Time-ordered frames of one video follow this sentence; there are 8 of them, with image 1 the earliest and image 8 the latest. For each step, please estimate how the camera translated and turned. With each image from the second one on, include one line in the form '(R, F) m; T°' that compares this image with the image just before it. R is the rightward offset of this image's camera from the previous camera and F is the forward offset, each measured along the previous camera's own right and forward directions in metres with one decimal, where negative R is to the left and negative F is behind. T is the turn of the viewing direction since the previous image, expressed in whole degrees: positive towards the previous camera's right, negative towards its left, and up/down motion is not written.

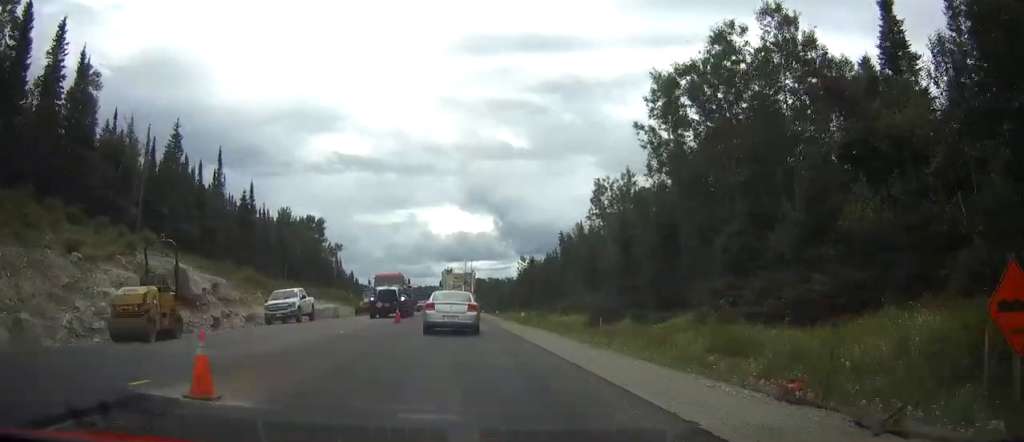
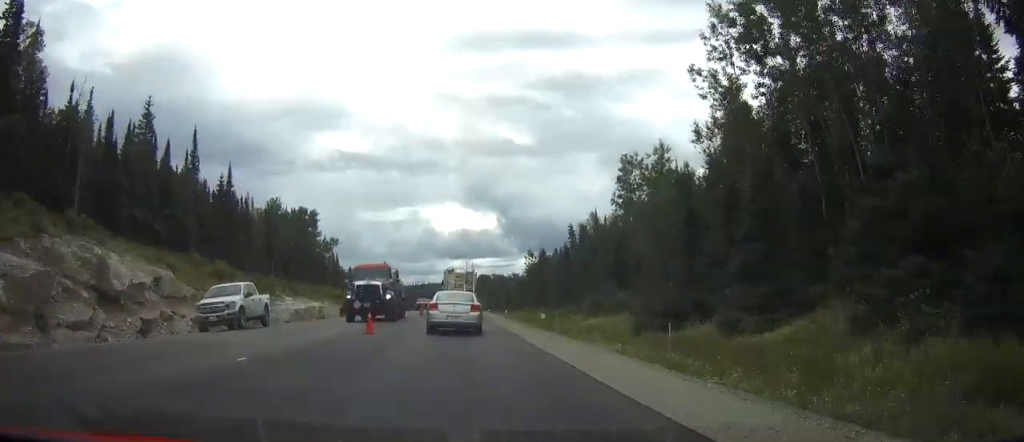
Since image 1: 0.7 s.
(0.0, +10.5) m; 0°
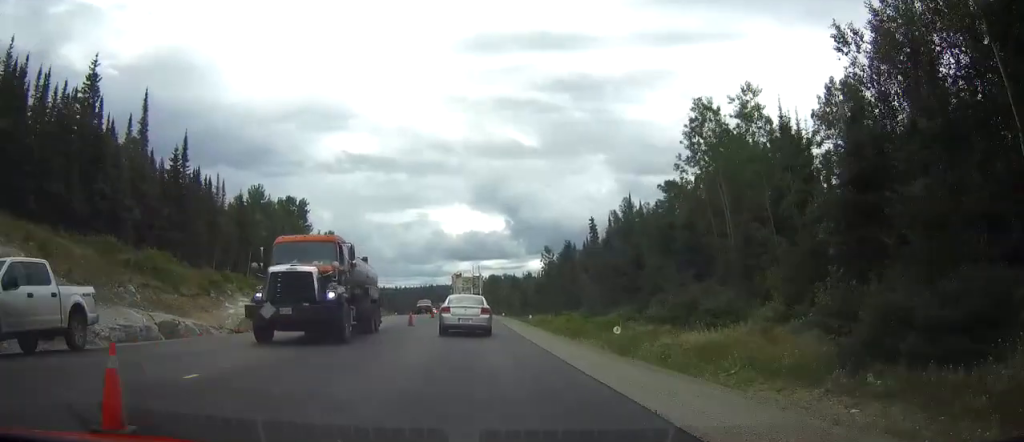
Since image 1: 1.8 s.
(-0.1, +17.0) m; 0°
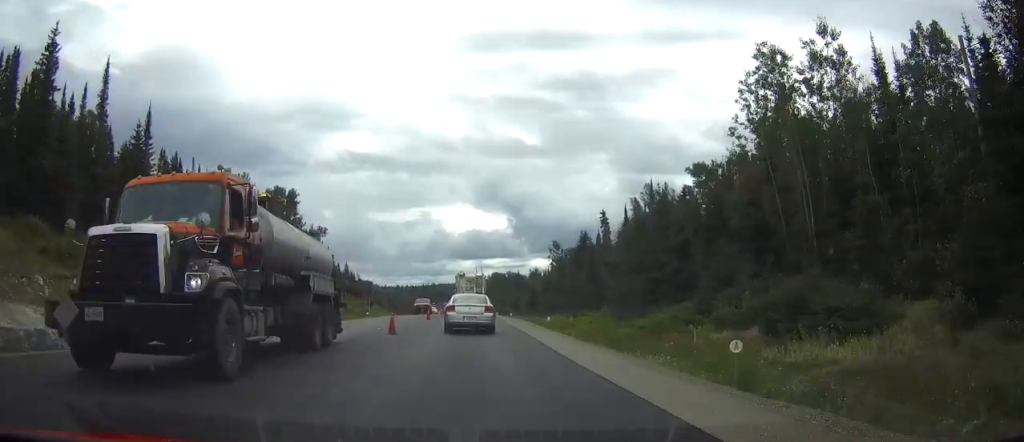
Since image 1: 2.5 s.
(0.0, +9.6) m; 0°
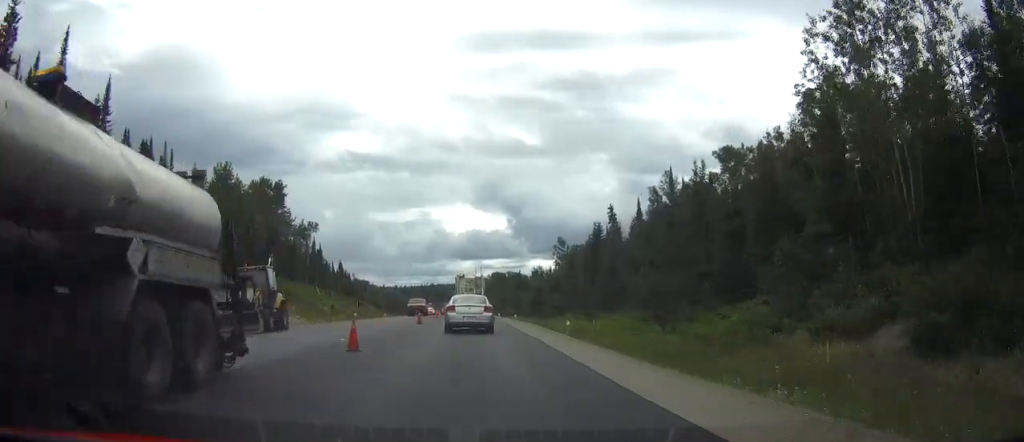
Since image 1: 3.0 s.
(+0.1, +8.3) m; 0°
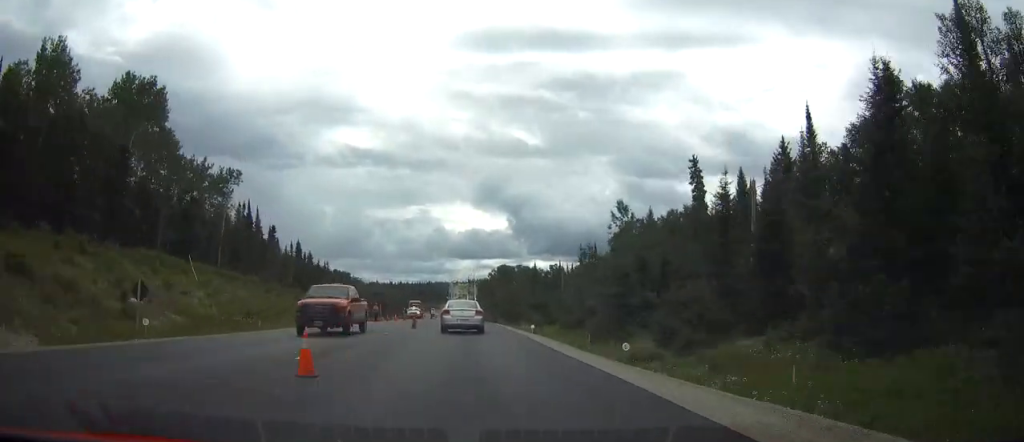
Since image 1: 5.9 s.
(-0.3, +48.7) m; 0°
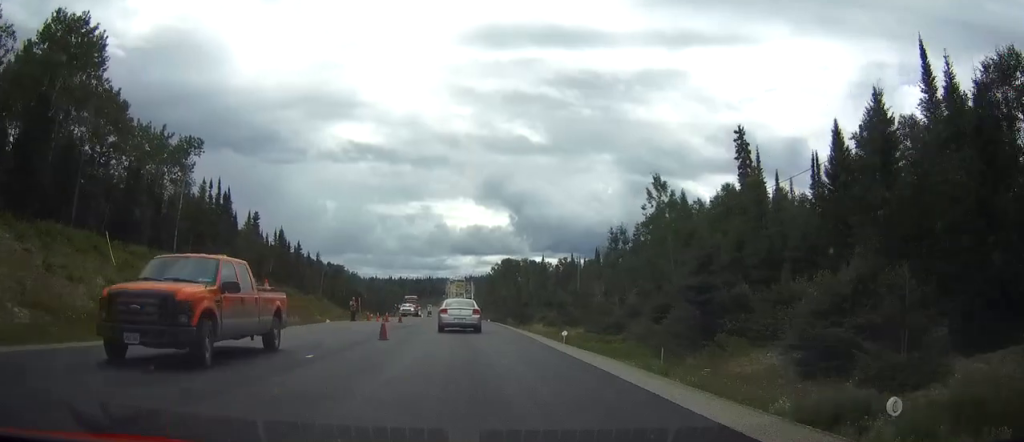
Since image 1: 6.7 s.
(0.0, +14.2) m; 0°
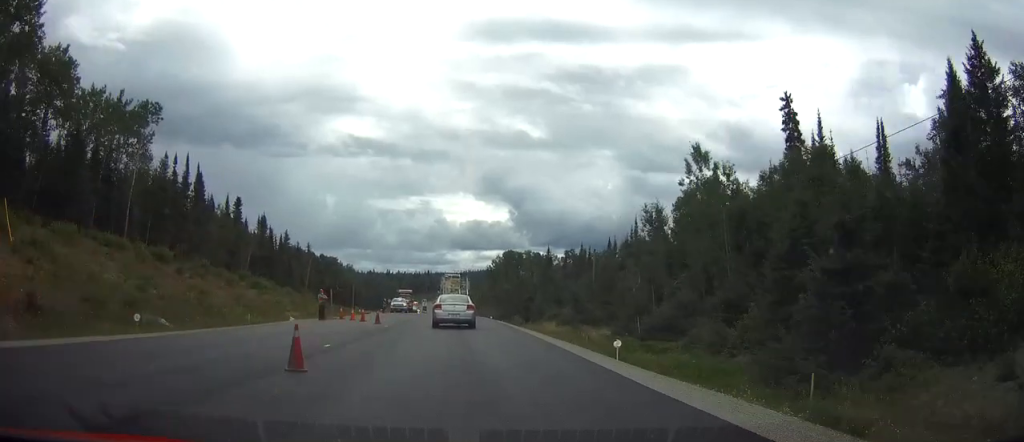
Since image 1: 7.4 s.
(0.0, +11.4) m; 0°
